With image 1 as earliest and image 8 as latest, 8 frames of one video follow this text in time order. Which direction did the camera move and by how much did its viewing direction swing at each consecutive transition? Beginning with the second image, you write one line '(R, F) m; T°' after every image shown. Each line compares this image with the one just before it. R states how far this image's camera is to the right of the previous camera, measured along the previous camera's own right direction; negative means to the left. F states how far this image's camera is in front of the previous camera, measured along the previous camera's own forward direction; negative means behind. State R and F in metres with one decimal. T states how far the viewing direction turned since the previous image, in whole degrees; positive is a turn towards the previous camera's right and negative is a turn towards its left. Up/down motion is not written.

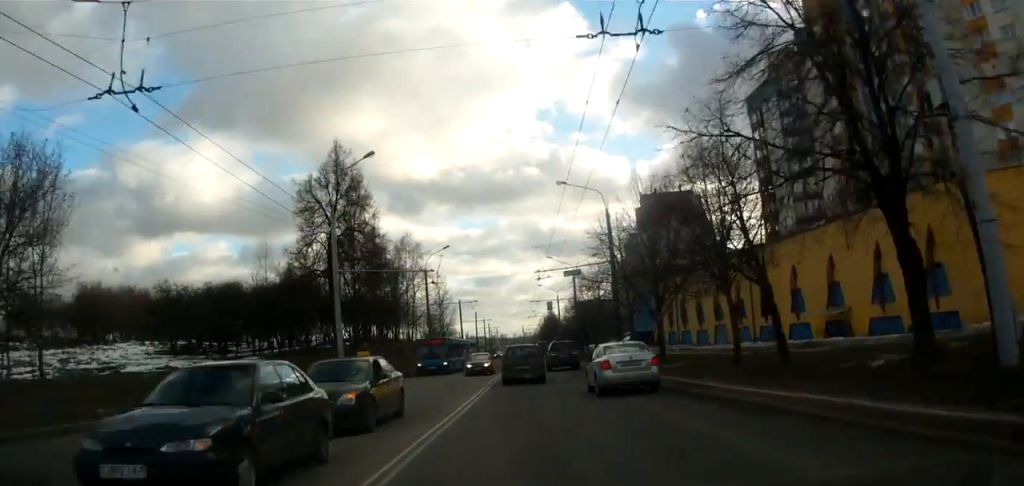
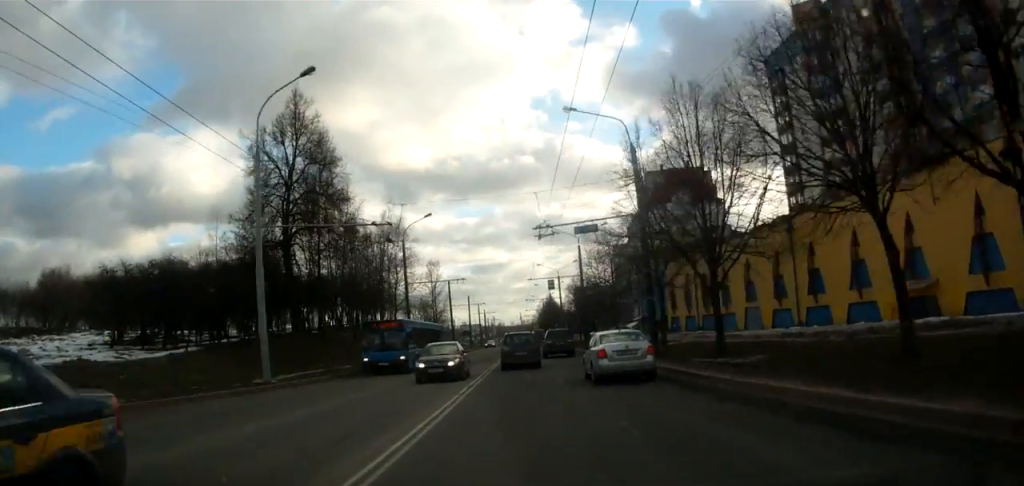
(-0.2, +10.7) m; +1°
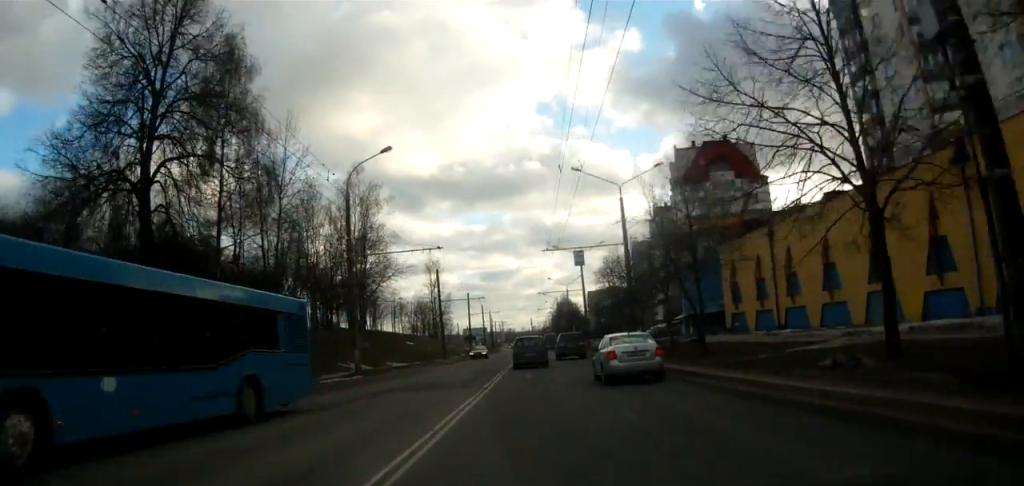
(+0.2, +21.3) m; 0°
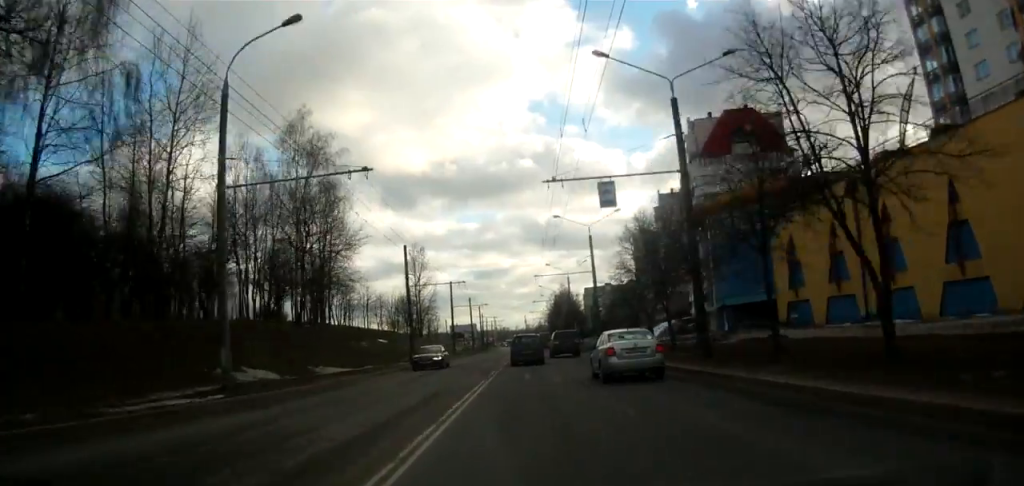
(-0.1, +15.5) m; 0°
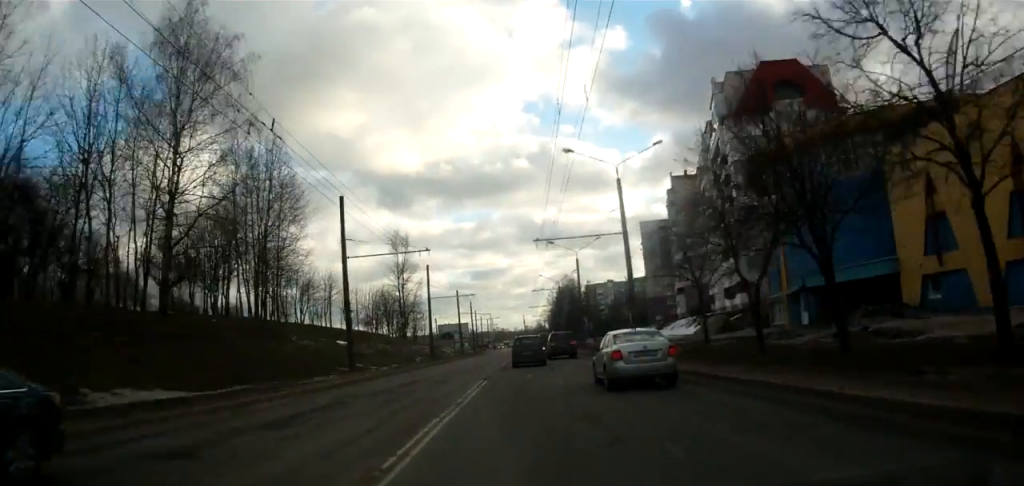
(+0.1, +17.5) m; 0°
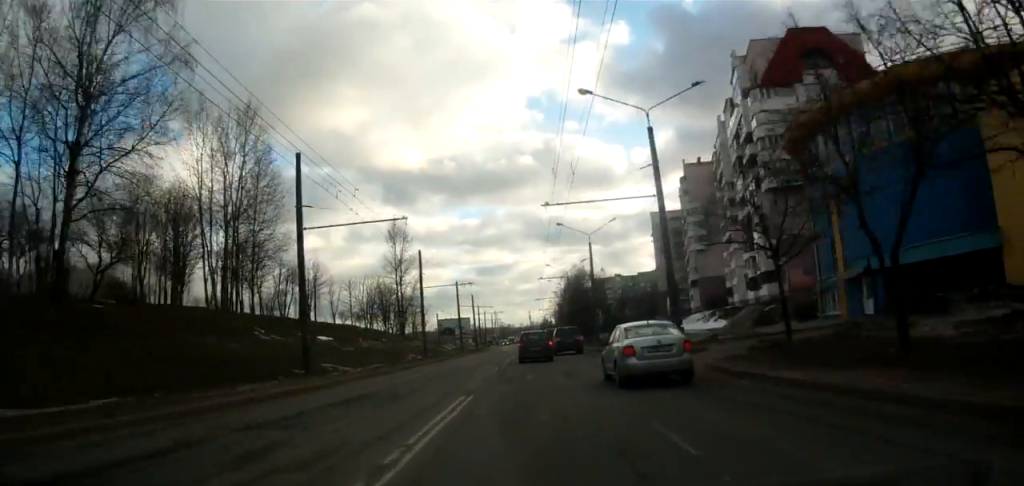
(0.0, +7.5) m; 0°
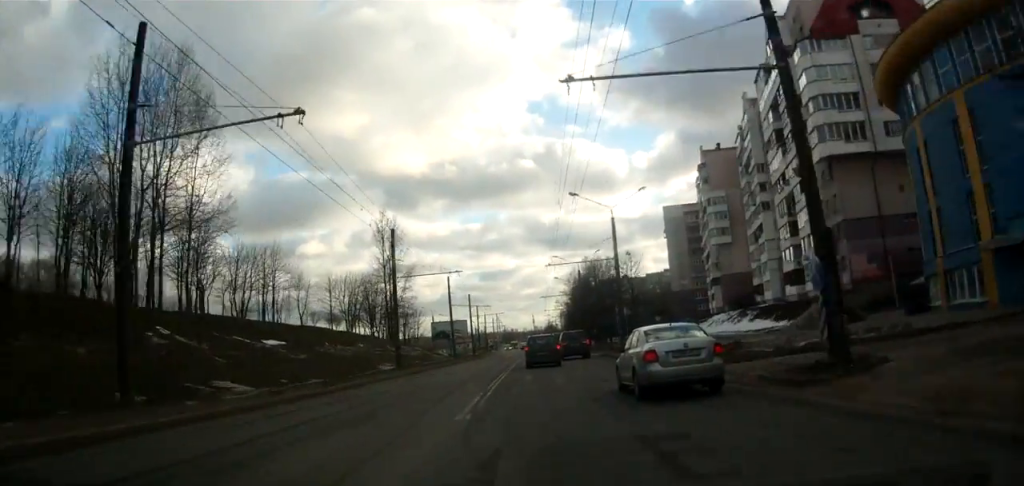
(0.0, +13.3) m; 0°
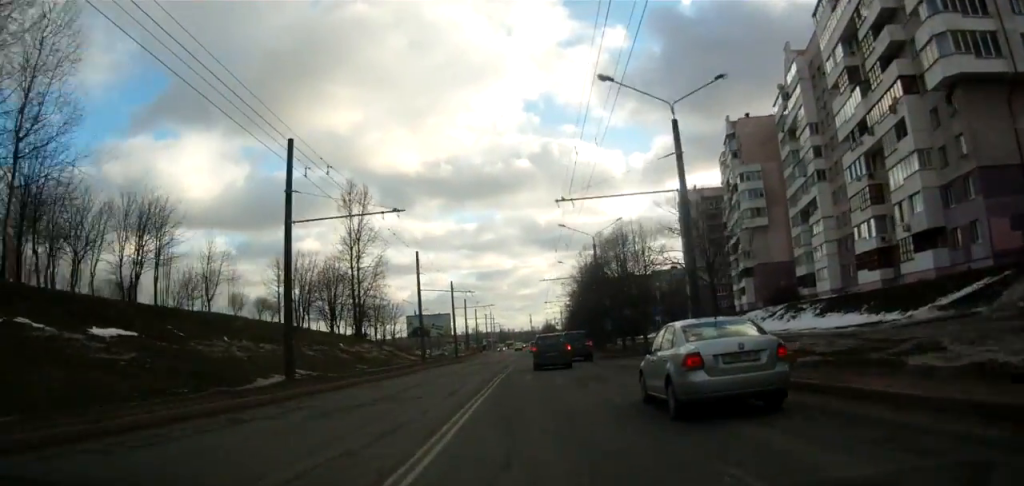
(-0.1, +19.8) m; -1°
